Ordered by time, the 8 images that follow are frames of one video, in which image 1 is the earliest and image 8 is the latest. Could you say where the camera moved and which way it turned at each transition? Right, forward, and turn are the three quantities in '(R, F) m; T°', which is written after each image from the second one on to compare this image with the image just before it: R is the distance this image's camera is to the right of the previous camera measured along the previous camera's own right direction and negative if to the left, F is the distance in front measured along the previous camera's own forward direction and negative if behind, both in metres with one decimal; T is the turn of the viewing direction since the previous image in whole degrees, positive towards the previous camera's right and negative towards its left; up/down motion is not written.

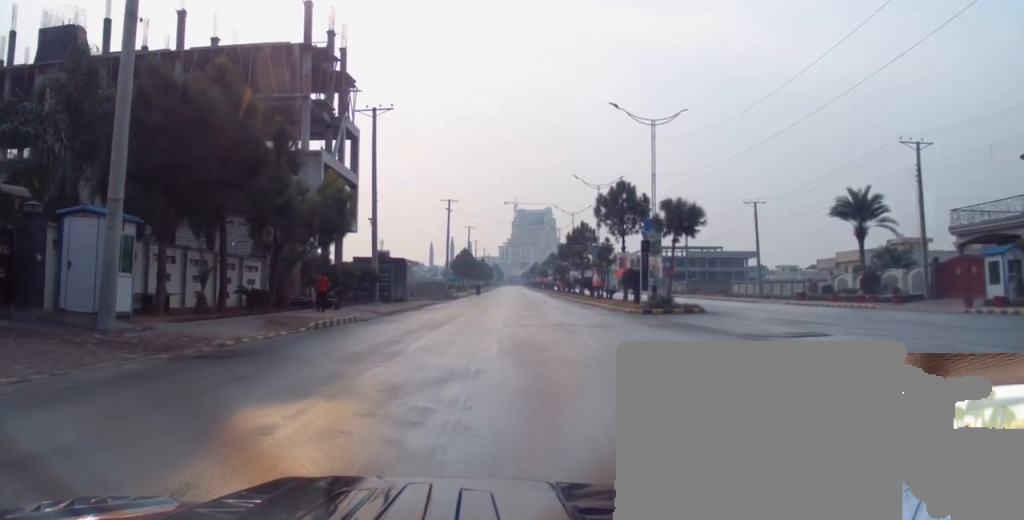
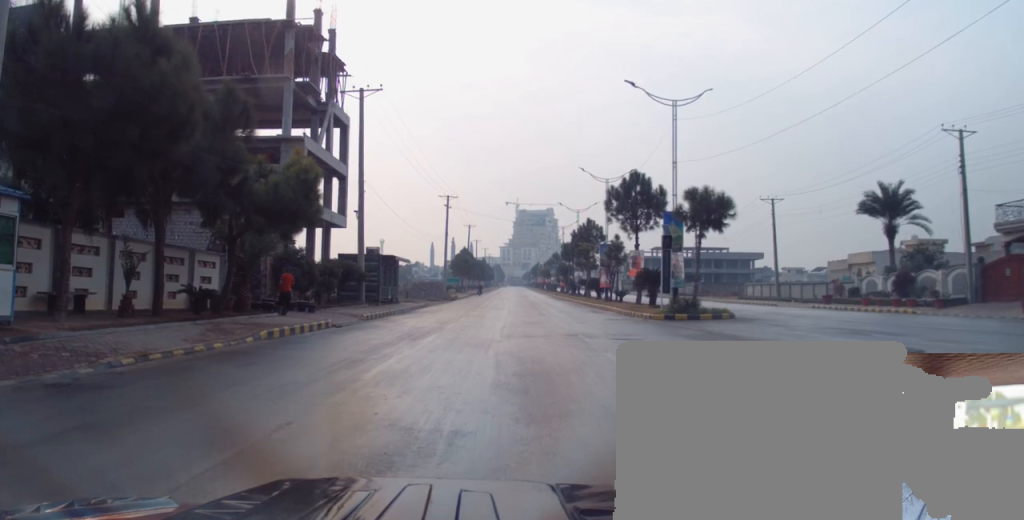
(-0.4, +4.2) m; -1°
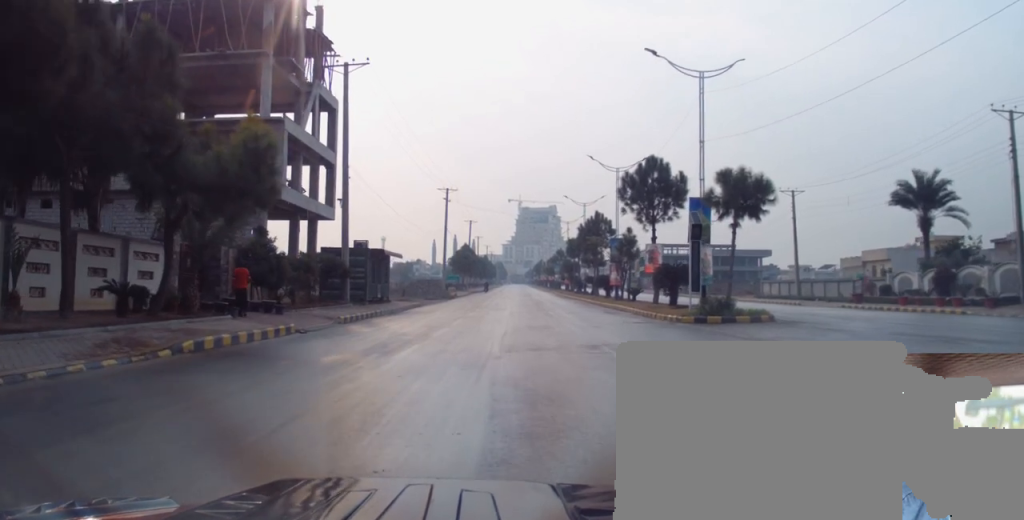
(+0.5, +3.9) m; -3°
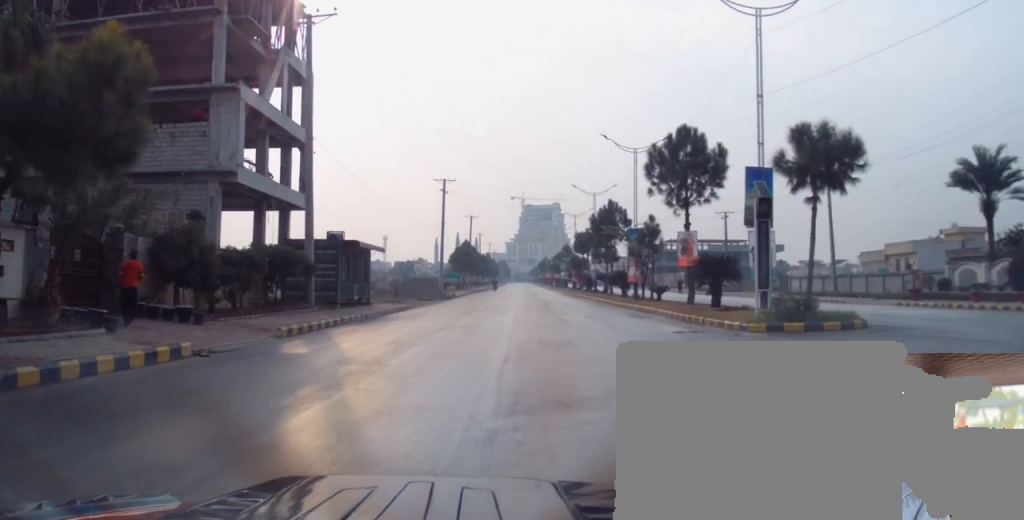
(-0.7, +6.4) m; 0°
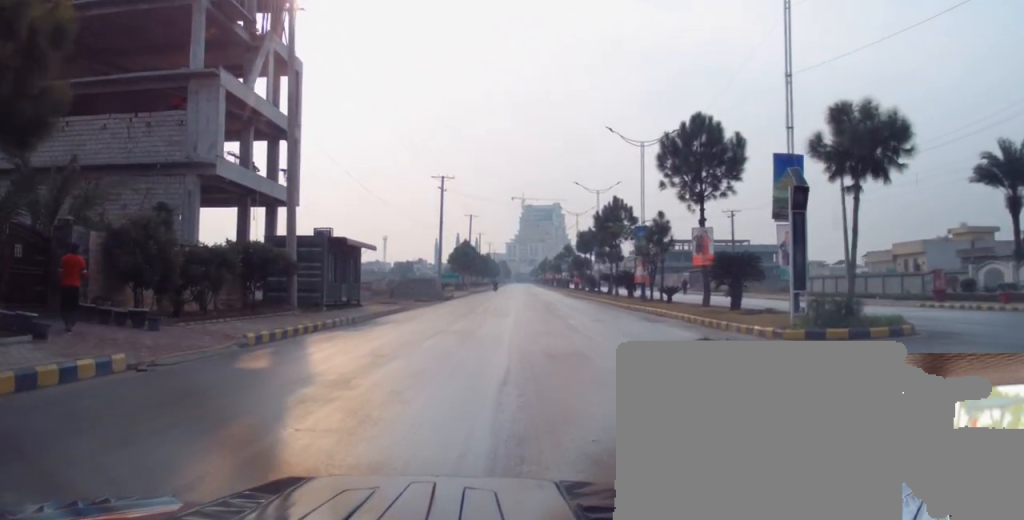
(+0.1, +2.2) m; +3°
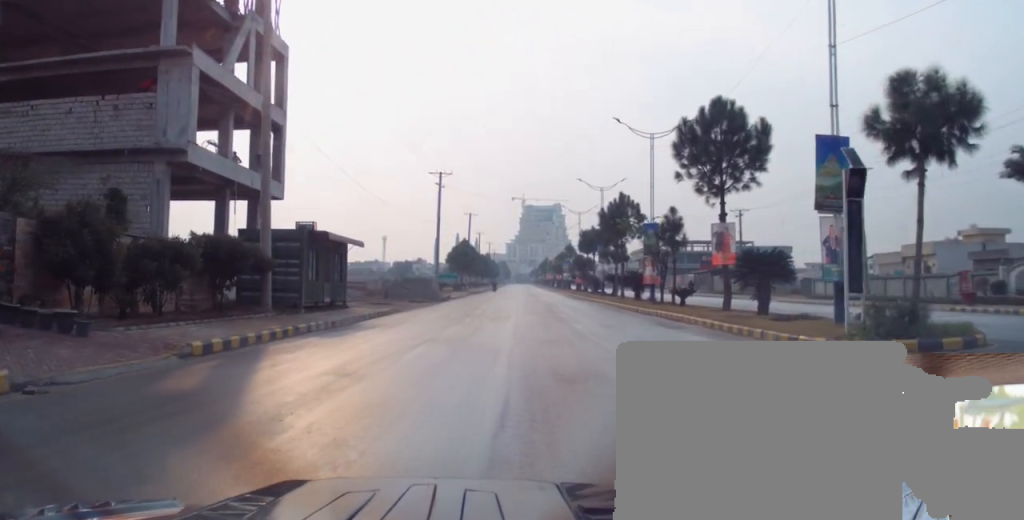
(+0.2, +2.7) m; -1°
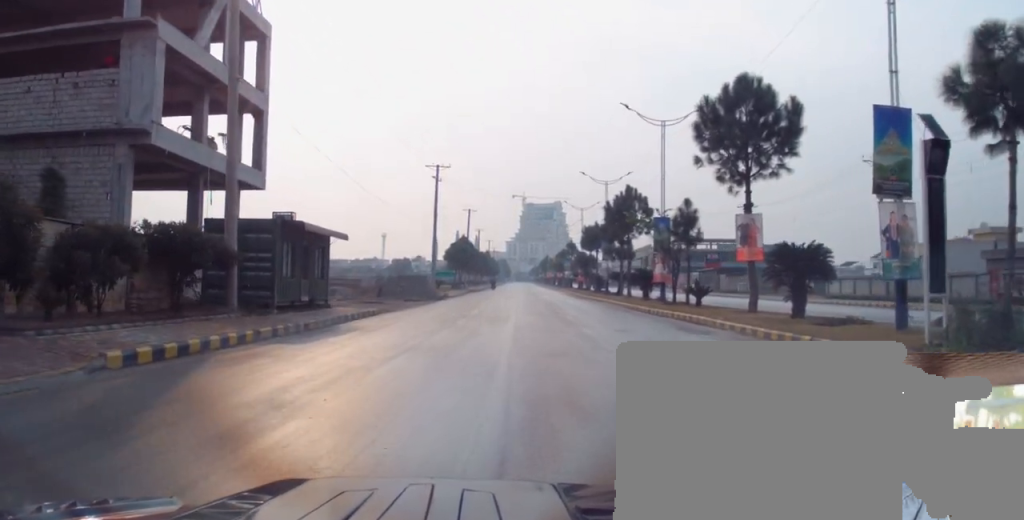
(0.0, +2.8) m; -1°
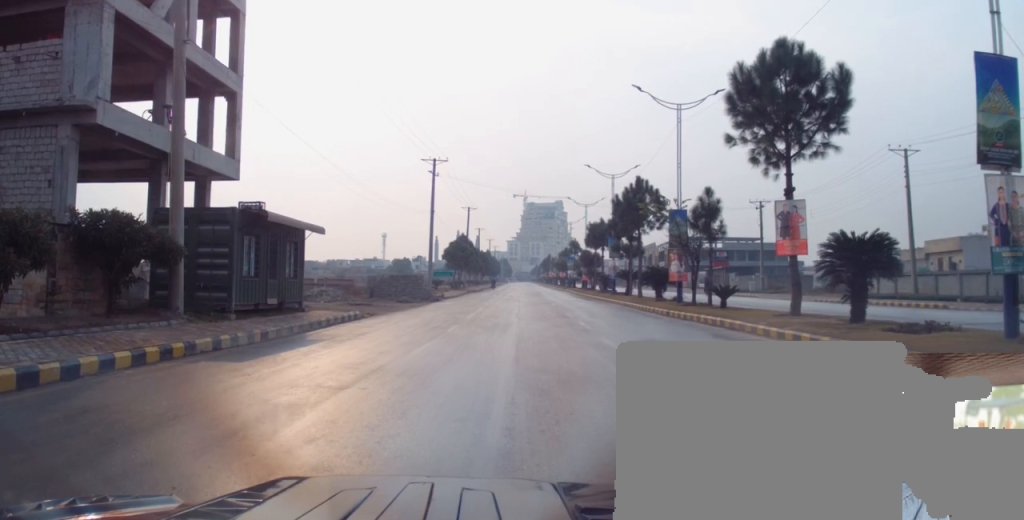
(-0.2, +3.6) m; -1°
